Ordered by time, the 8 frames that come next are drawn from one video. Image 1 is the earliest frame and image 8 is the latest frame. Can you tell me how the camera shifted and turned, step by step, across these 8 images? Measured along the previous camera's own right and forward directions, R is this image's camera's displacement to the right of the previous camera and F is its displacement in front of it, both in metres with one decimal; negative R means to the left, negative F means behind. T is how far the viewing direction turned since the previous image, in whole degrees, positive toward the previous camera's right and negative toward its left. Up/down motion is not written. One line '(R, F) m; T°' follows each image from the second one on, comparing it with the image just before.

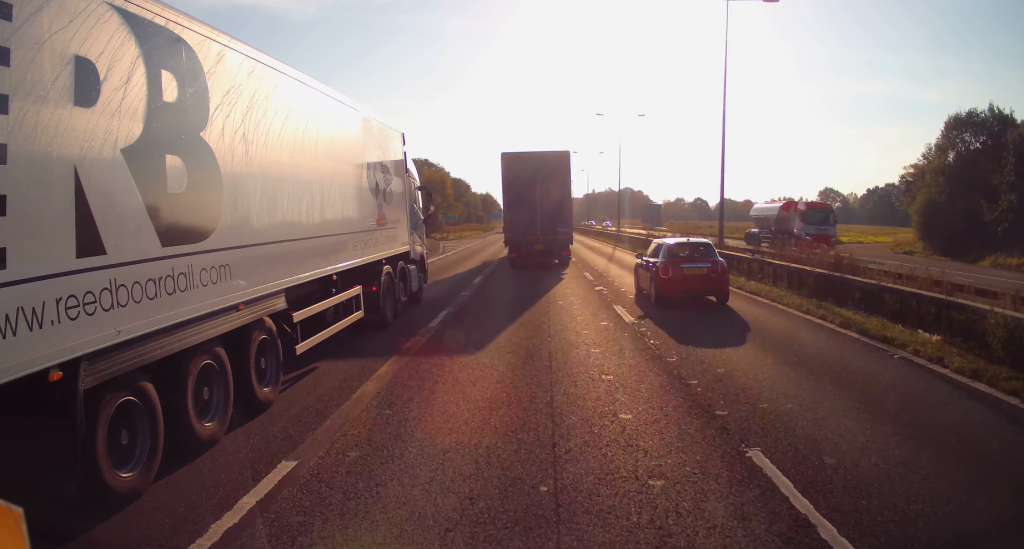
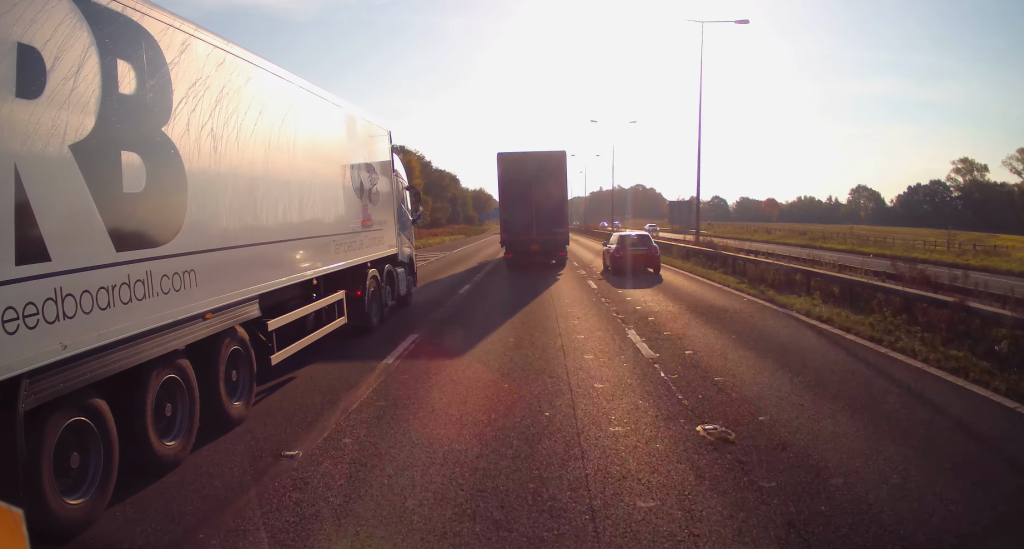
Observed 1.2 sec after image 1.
(-0.1, +31.1) m; -1°
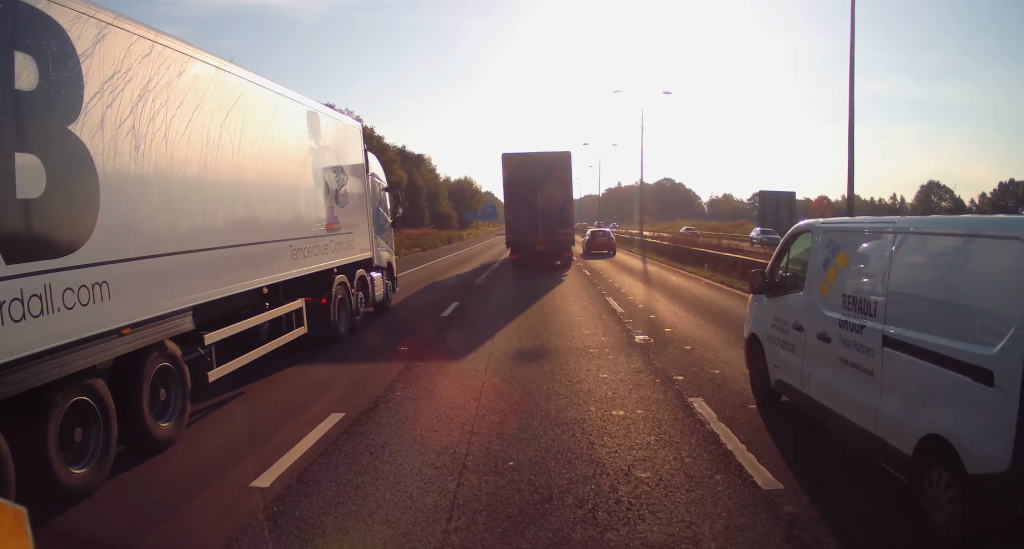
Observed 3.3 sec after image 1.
(-0.9, +51.1) m; -1°
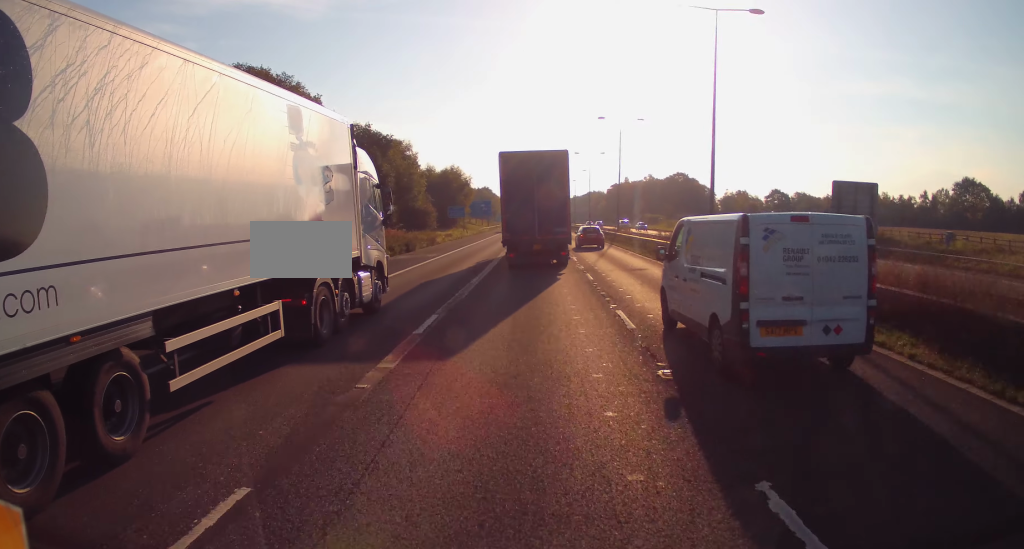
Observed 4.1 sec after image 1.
(+0.3, +20.9) m; 0°
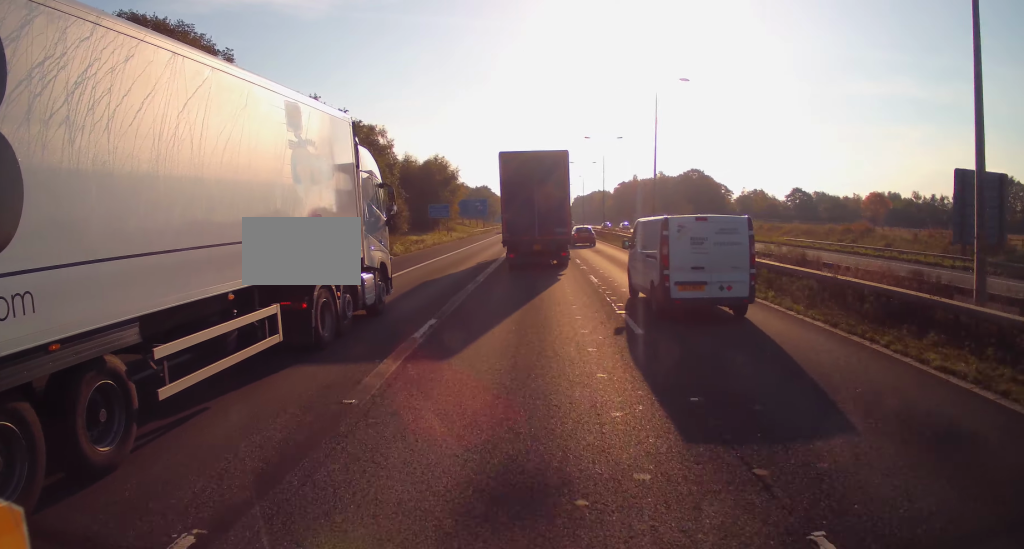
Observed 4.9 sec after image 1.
(0.0, +19.2) m; 0°
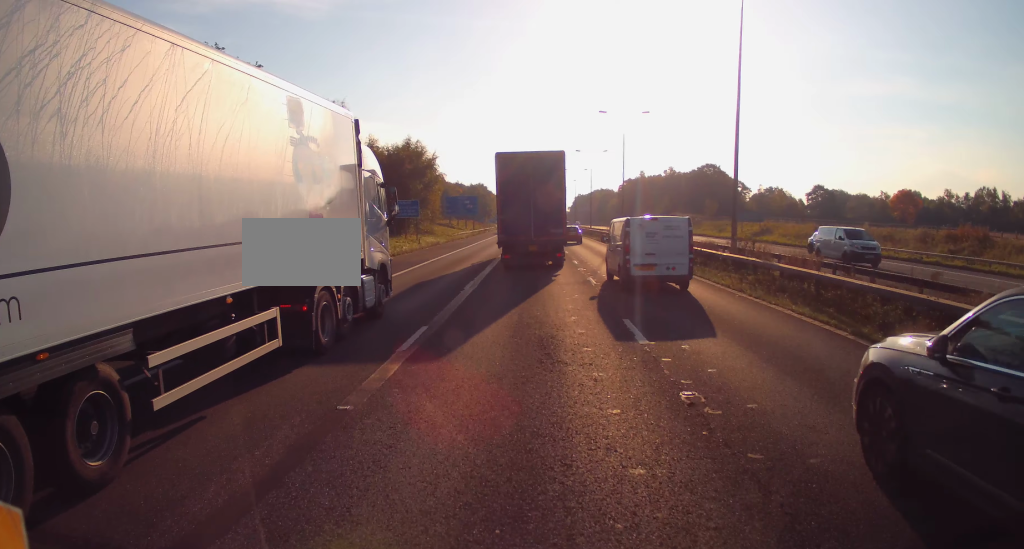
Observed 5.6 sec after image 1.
(-0.3, +19.2) m; 0°
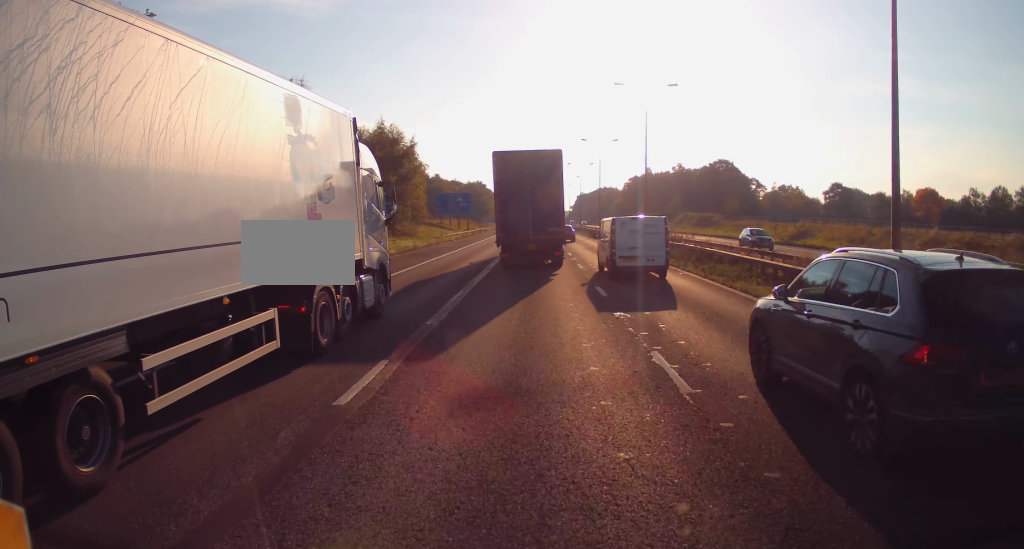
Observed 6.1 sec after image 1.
(+0.1, +12.5) m; +1°
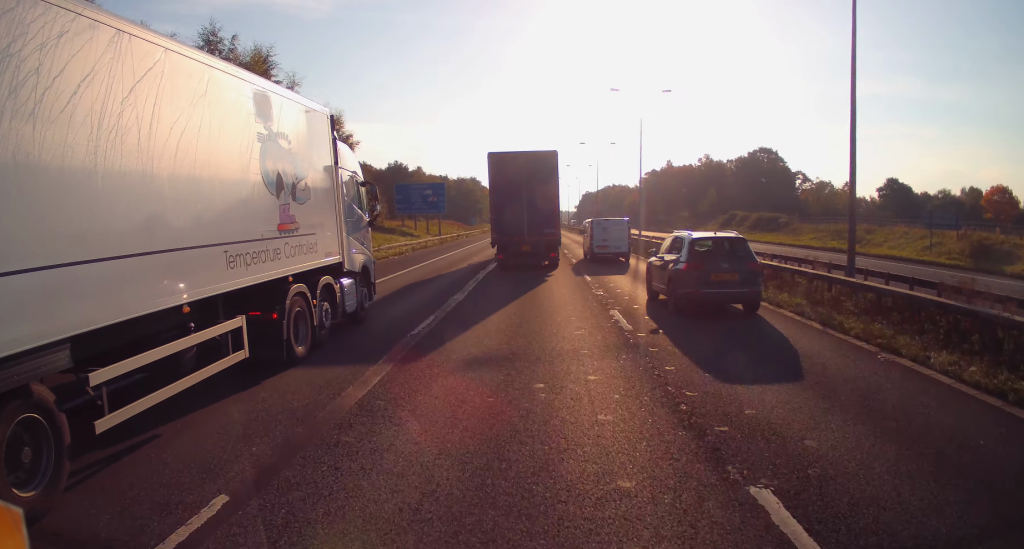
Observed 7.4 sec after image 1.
(+0.3, +32.7) m; -1°
